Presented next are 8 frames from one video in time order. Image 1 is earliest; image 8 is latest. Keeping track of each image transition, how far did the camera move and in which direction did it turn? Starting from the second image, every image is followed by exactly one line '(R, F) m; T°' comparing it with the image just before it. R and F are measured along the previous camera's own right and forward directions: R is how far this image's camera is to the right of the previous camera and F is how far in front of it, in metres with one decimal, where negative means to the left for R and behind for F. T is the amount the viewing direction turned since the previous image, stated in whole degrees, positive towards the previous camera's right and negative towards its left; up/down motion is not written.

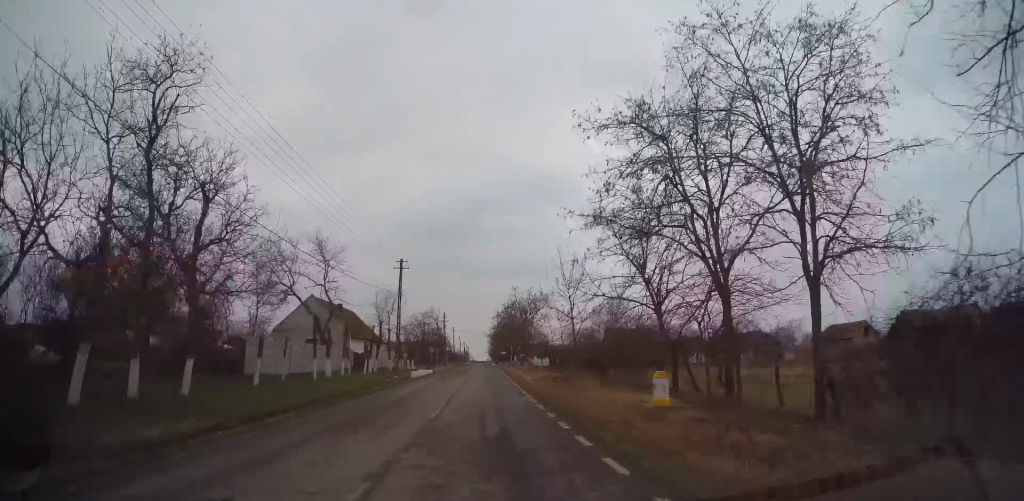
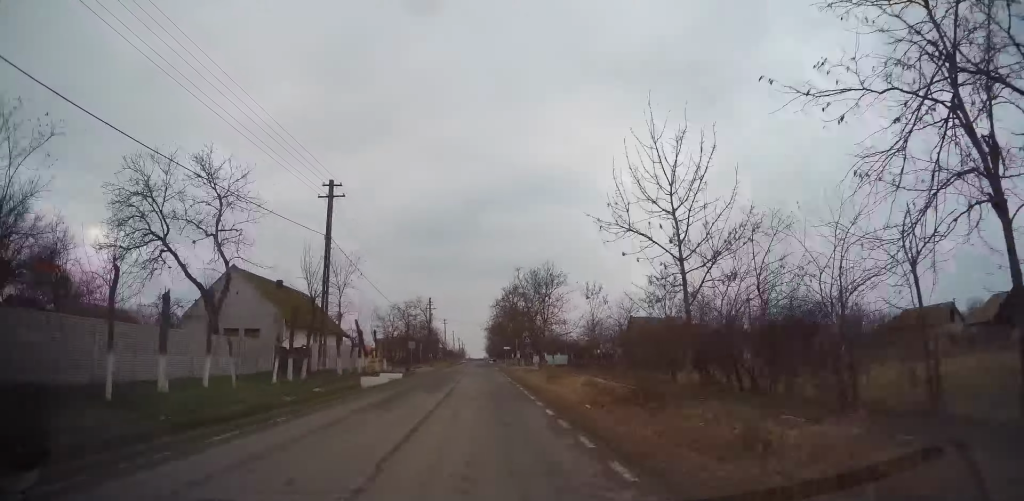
(+0.2, +16.5) m; +1°
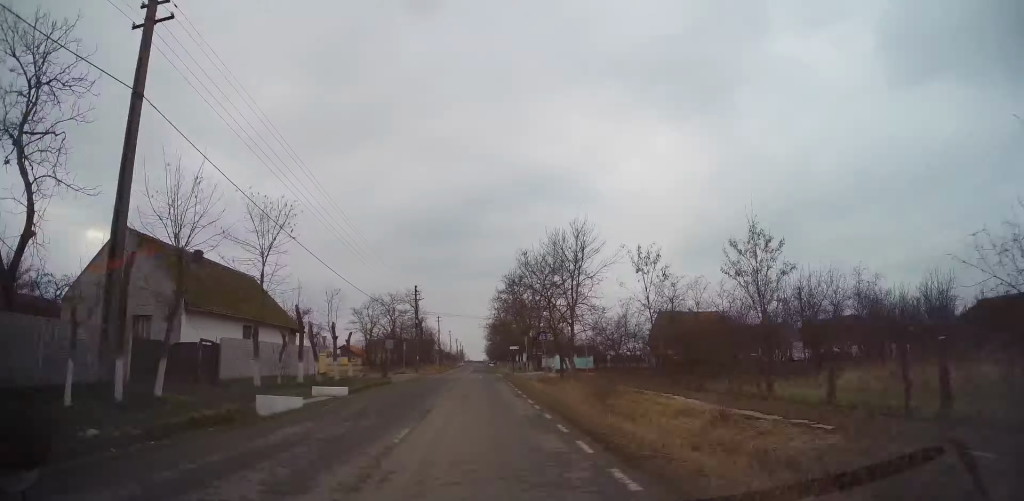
(+0.2, +12.5) m; 0°
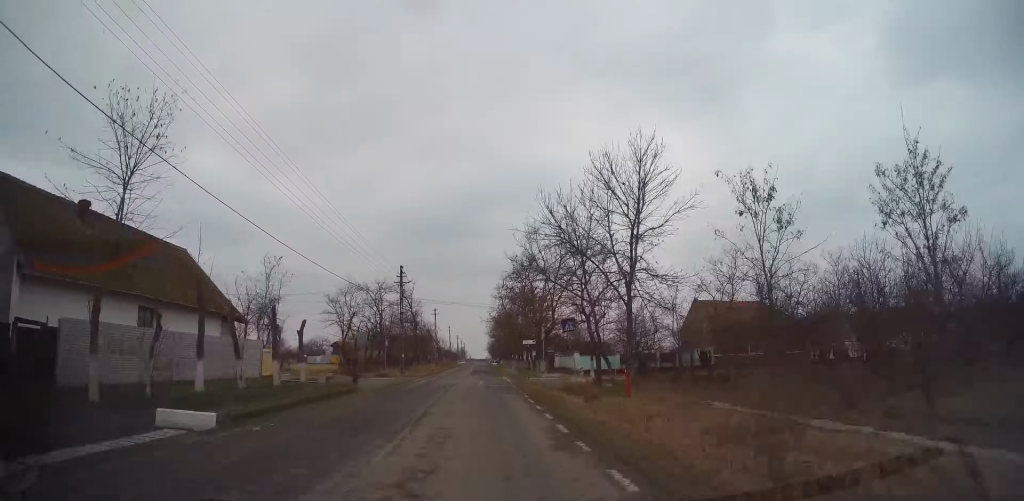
(+0.1, +10.3) m; -1°
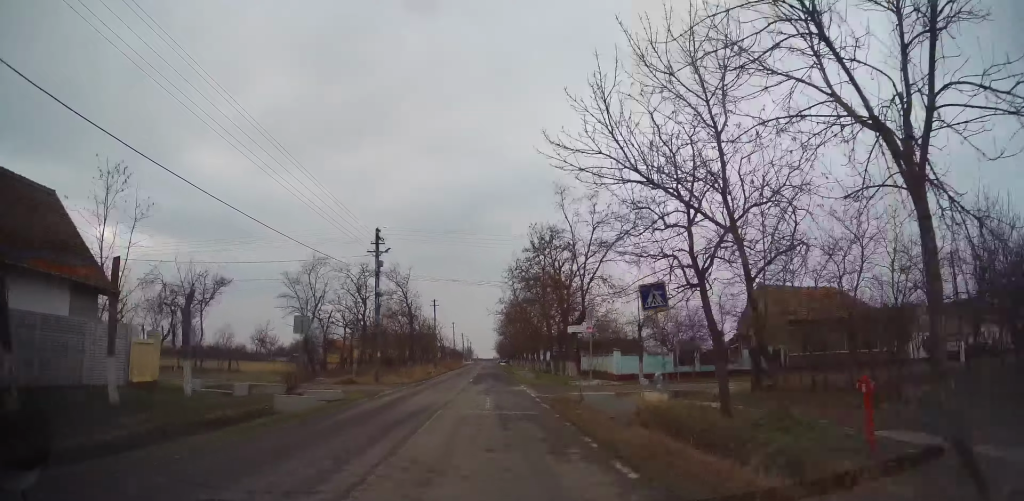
(-0.3, +12.0) m; -2°
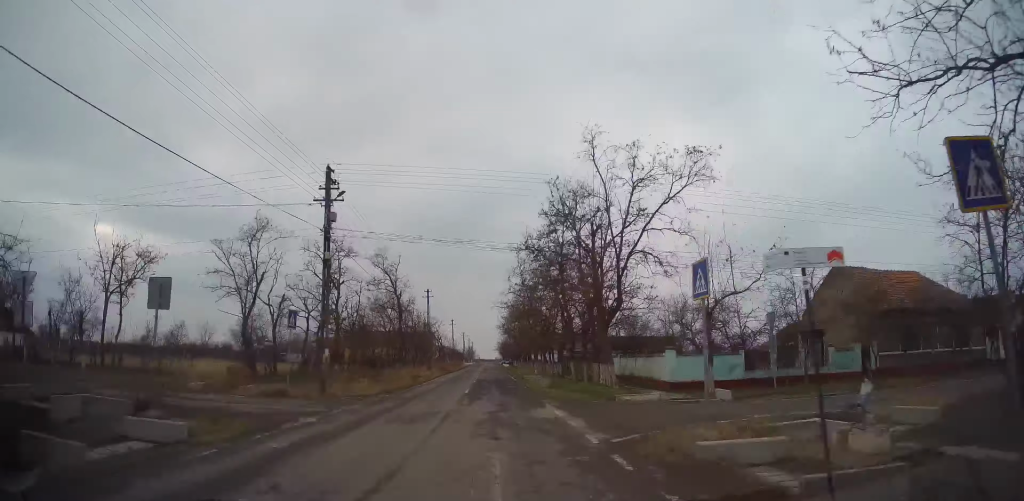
(-0.2, +9.9) m; 0°
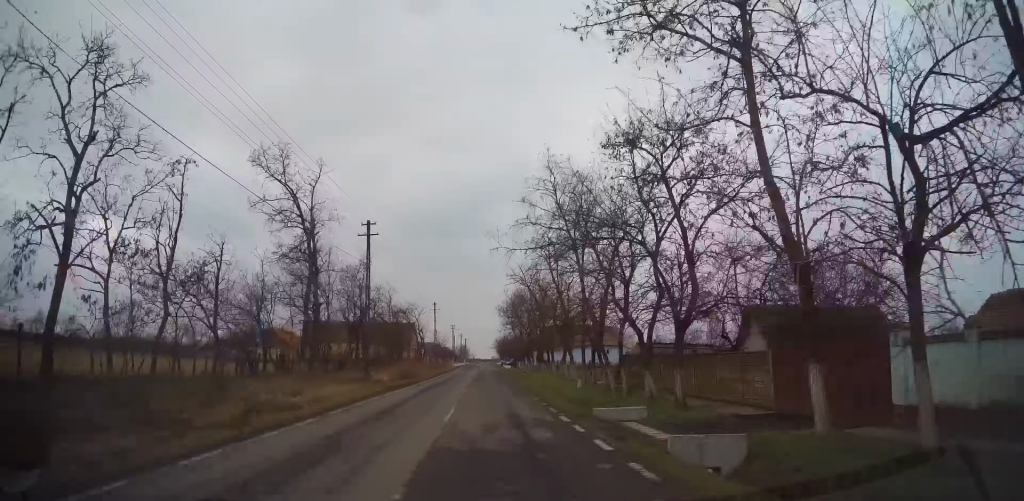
(+1.0, +26.5) m; +3°
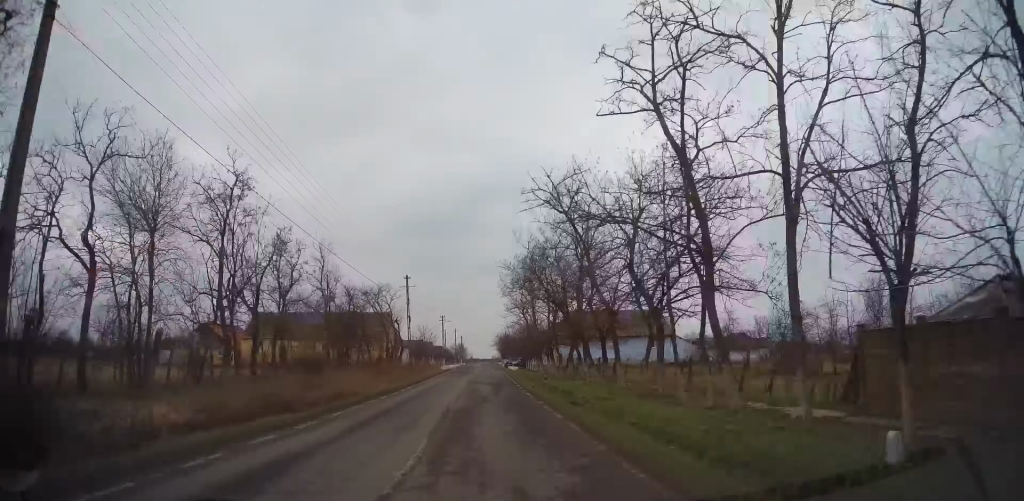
(-0.4, +22.0) m; -1°
